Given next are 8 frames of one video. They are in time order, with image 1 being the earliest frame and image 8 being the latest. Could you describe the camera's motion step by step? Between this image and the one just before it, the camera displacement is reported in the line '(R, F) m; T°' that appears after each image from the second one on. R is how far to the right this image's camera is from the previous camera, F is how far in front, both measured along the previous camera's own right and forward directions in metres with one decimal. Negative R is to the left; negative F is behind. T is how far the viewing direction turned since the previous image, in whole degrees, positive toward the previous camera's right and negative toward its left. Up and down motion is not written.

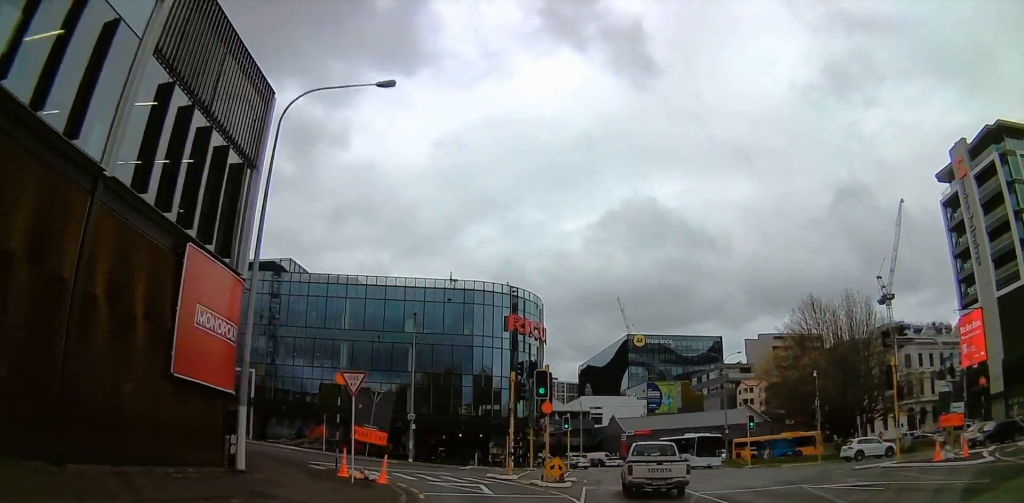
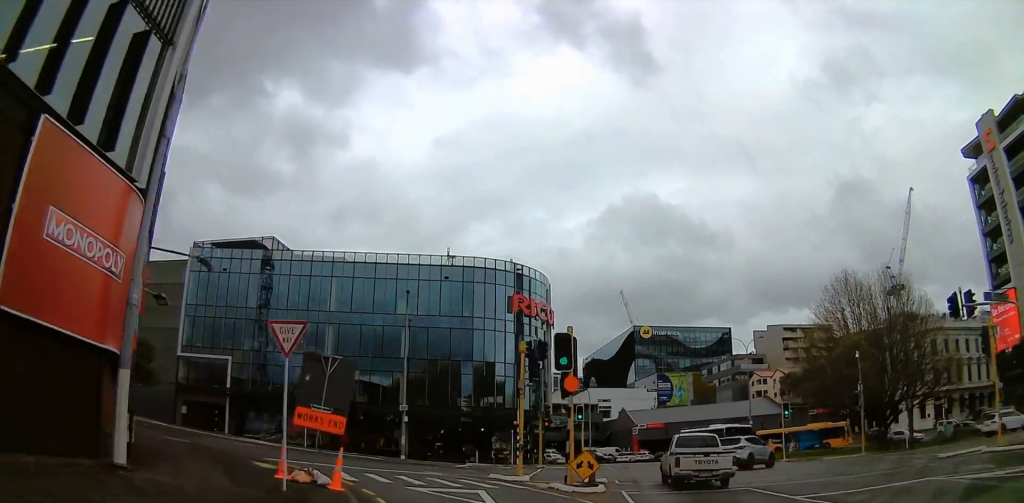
(-0.1, +5.8) m; 0°
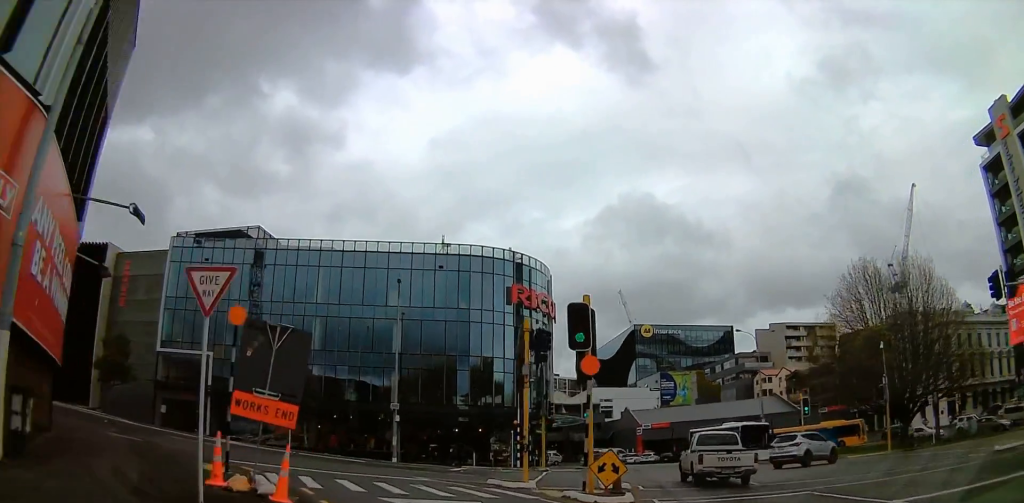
(+0.1, +3.2) m; +1°
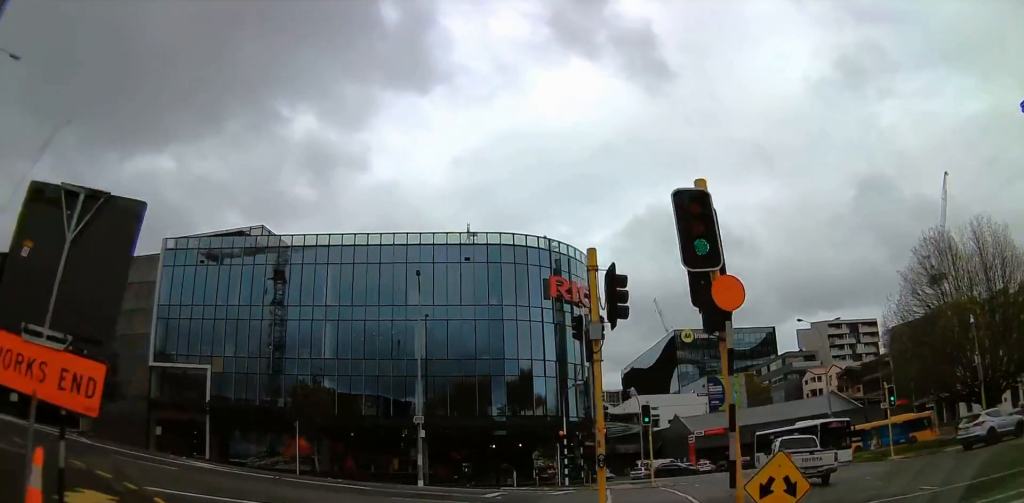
(+0.1, +6.1) m; -1°
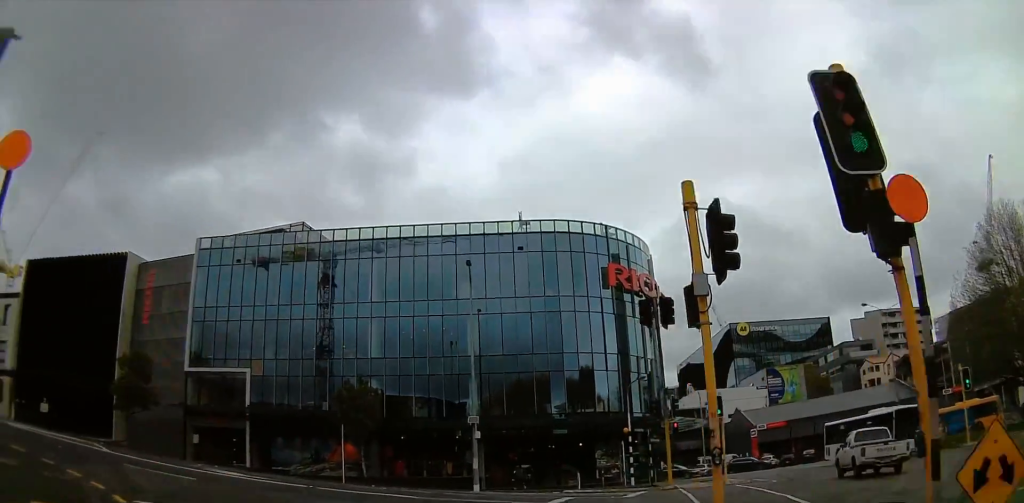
(+0.1, +2.6) m; -1°
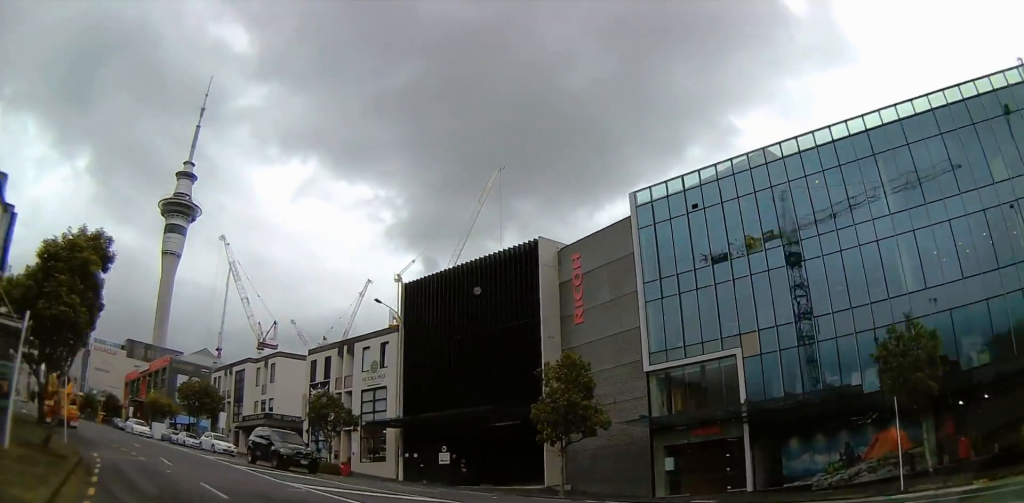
(-3.9, +14.7) m; -36°
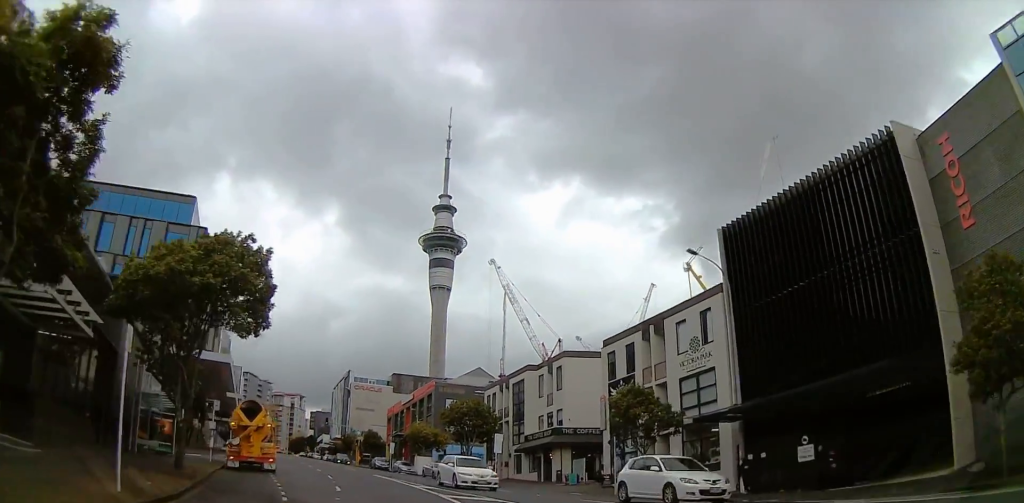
(-2.8, +11.4) m; -26°
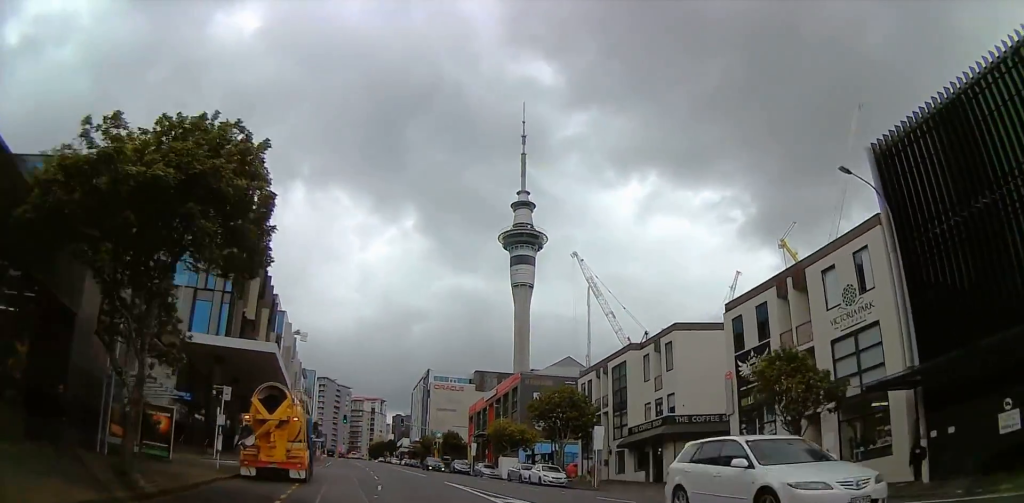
(-0.9, +7.3) m; -14°
